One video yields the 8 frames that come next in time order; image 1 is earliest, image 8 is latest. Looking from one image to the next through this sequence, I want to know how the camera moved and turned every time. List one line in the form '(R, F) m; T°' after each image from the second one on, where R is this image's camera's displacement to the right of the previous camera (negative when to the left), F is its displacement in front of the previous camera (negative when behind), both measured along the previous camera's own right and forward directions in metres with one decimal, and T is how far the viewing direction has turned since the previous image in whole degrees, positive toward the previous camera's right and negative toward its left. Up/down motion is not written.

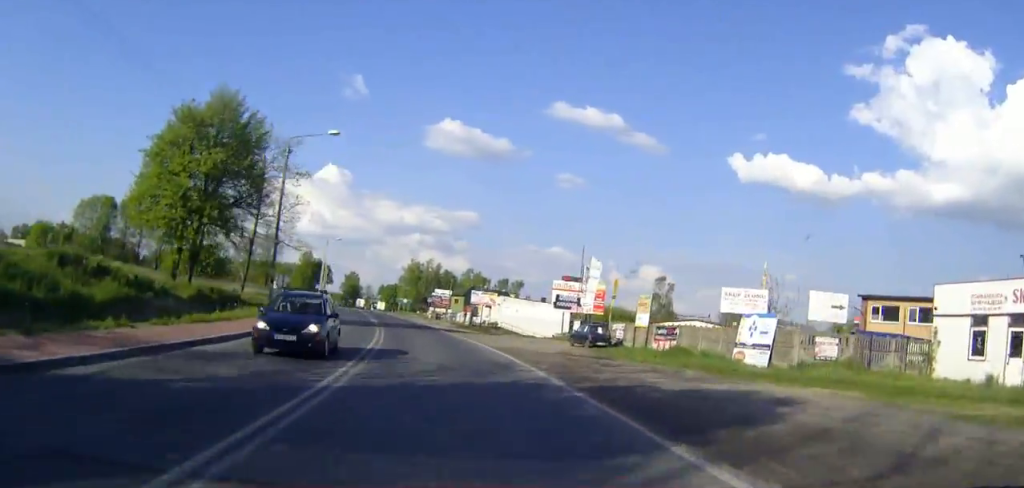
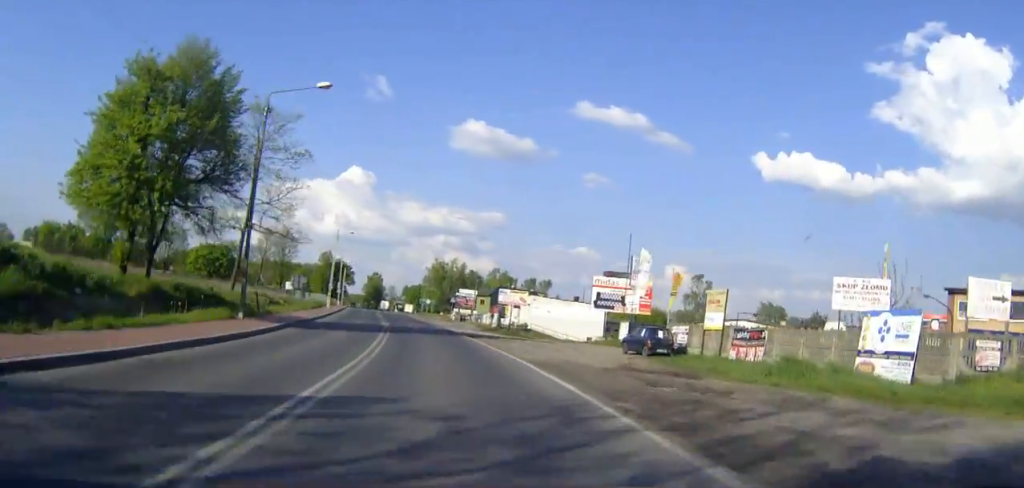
(-0.1, +8.3) m; -2°
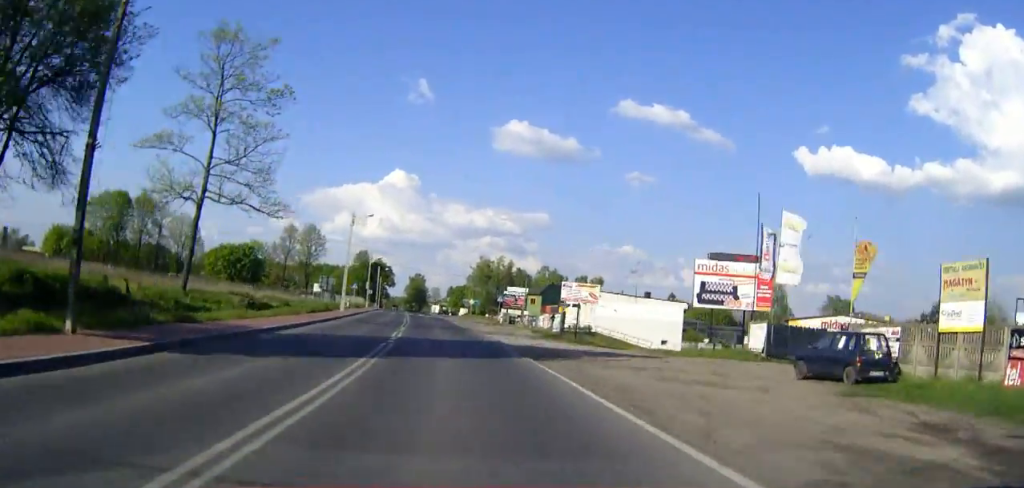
(-0.5, +15.7) m; -4°
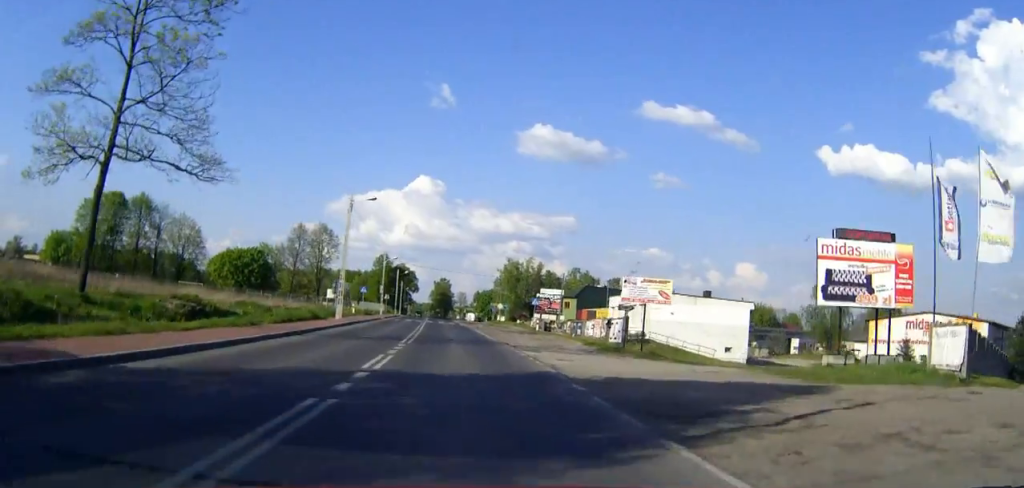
(-0.3, +12.4) m; -2°
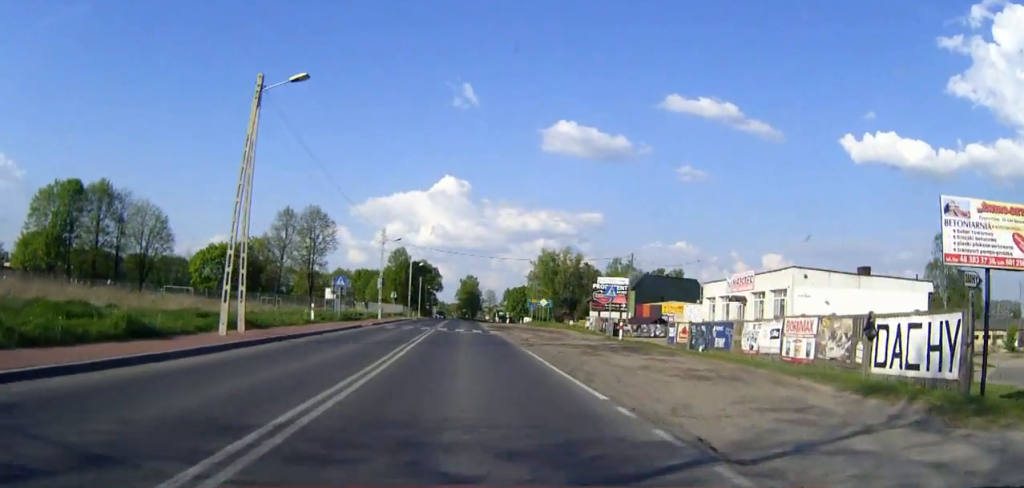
(-0.8, +25.6) m; -2°
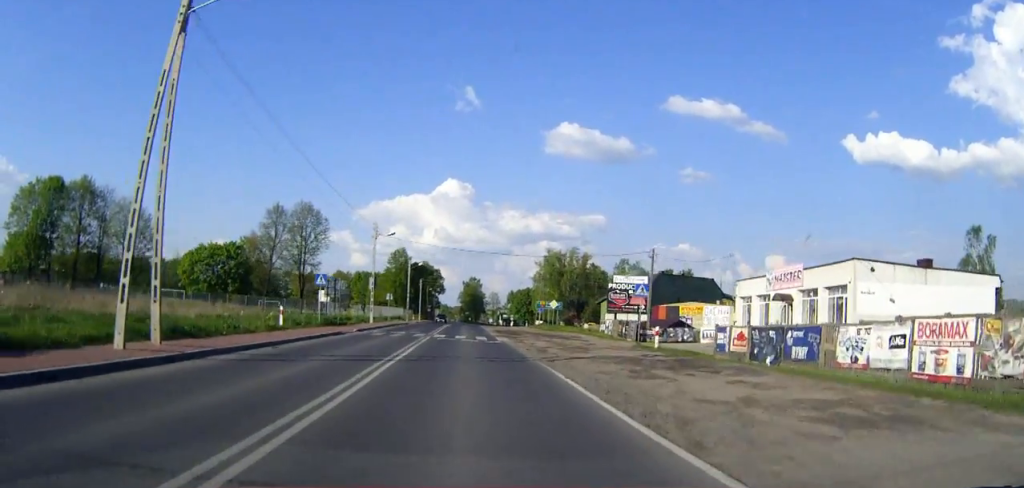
(0.0, +6.9) m; 0°
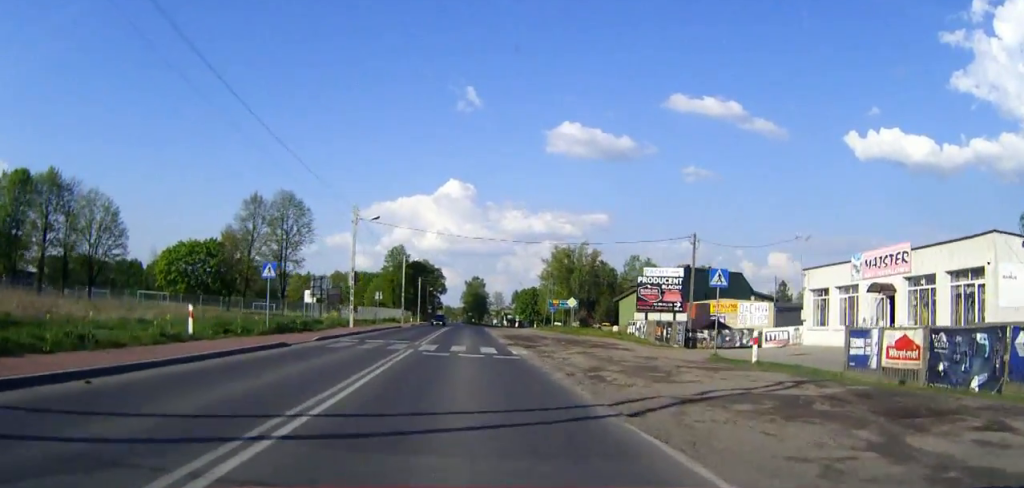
(0.0, +10.8) m; -1°
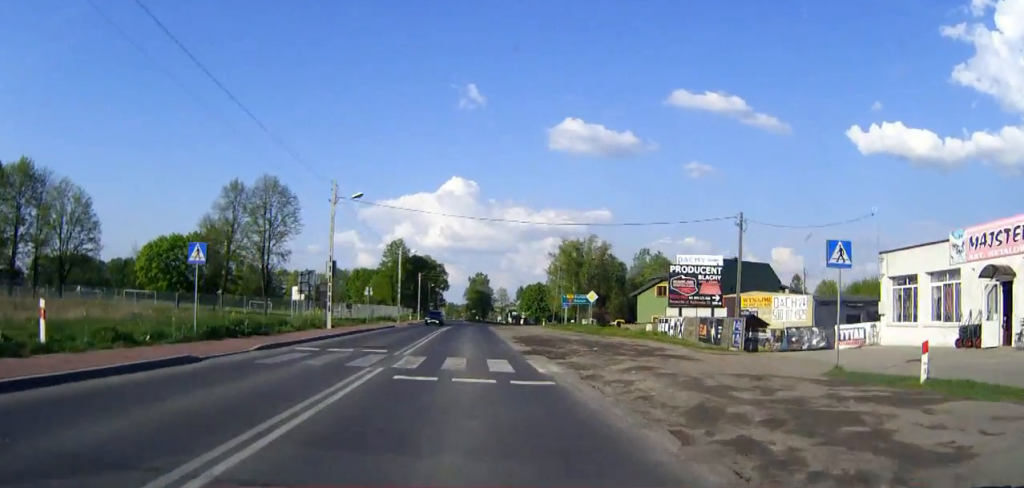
(0.0, +8.4) m; 0°
